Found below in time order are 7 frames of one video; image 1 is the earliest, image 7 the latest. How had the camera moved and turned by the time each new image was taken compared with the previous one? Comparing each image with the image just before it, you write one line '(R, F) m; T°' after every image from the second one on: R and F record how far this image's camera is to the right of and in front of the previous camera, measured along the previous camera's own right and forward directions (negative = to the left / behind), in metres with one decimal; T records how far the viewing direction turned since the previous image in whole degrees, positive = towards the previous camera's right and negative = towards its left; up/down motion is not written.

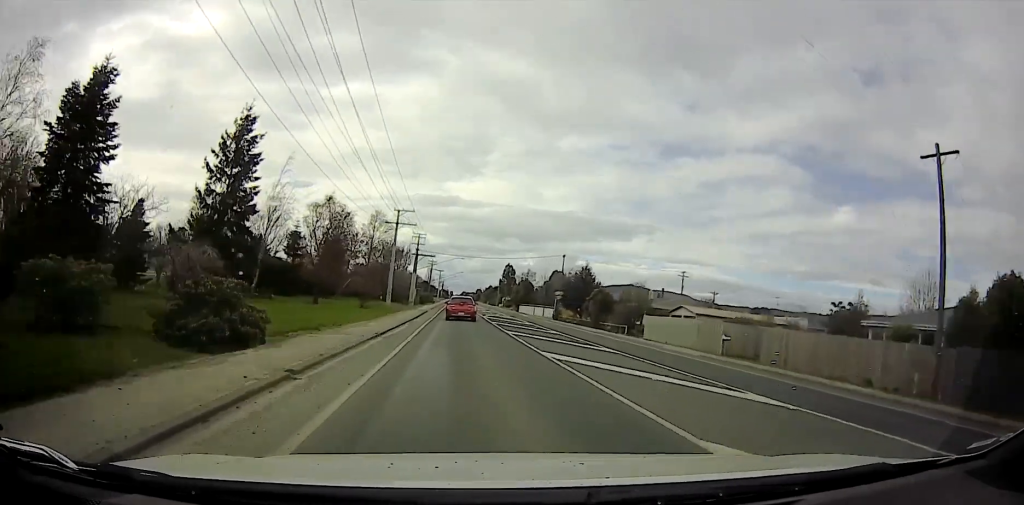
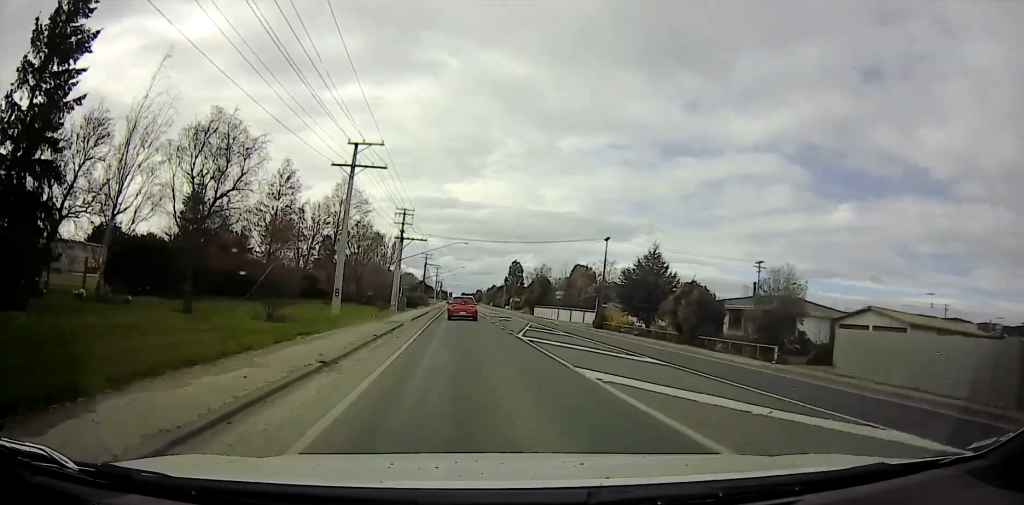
(-1.0, +27.5) m; -3°
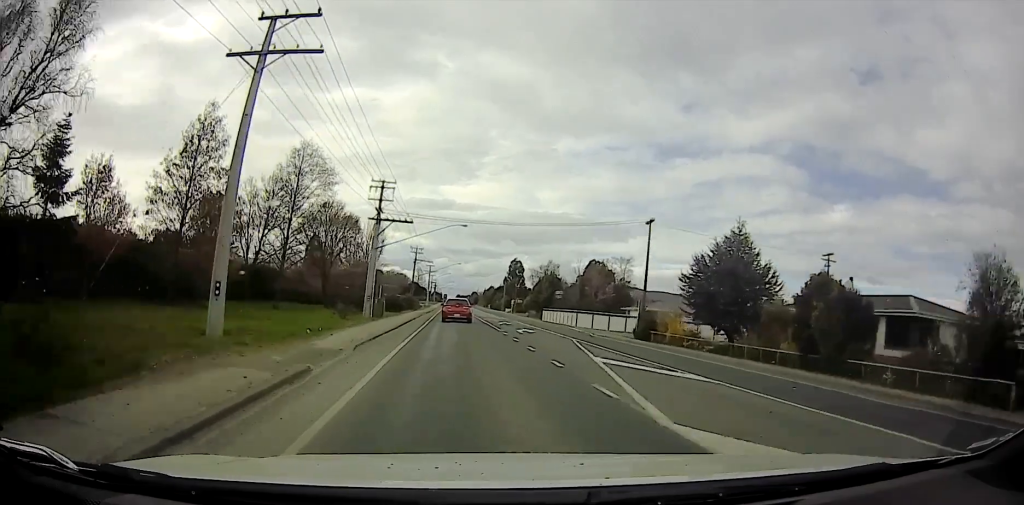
(-0.1, +16.5) m; +1°
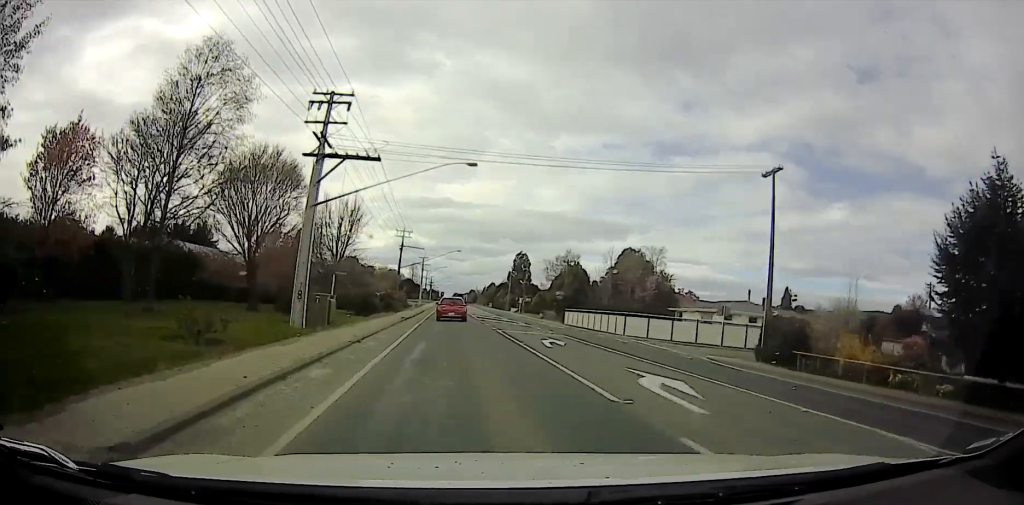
(+0.6, +19.9) m; +1°
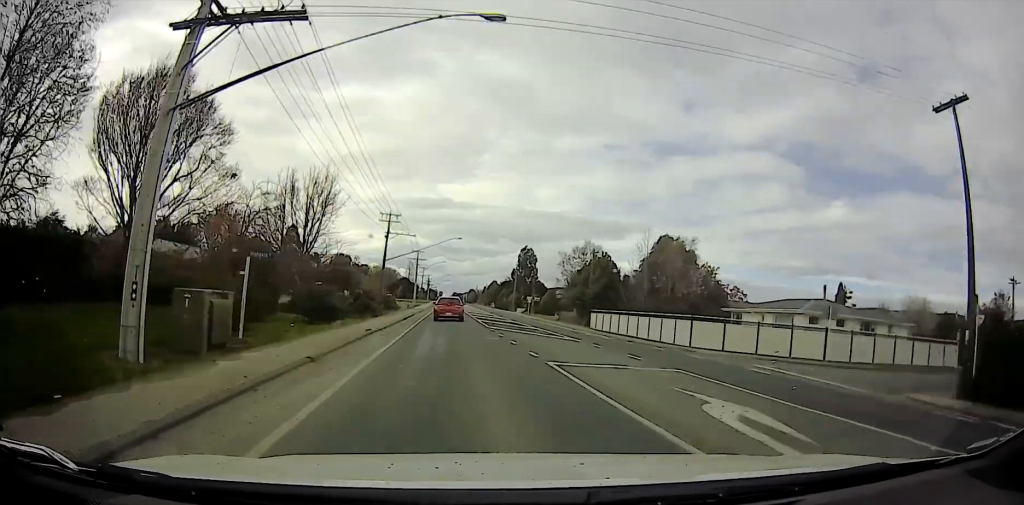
(-0.1, +14.0) m; -1°
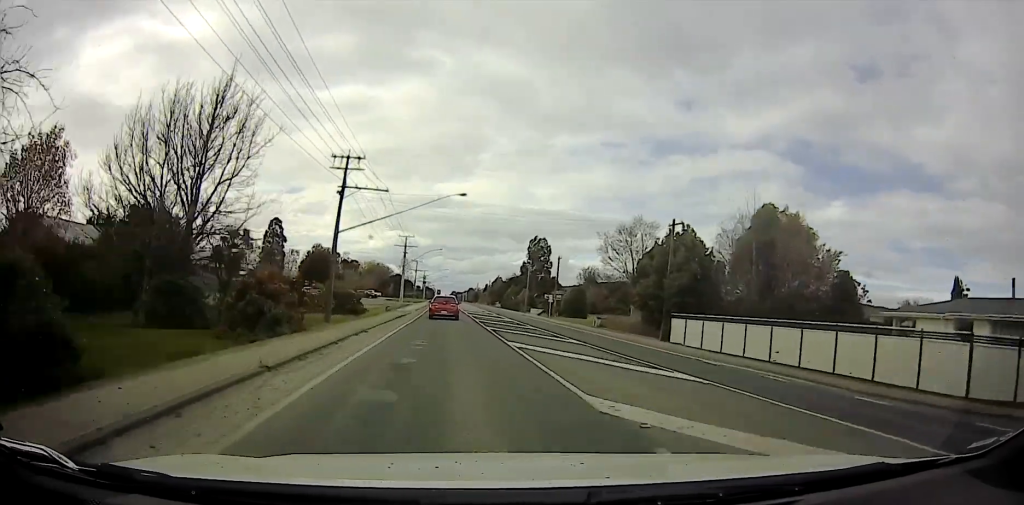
(-0.4, +22.4) m; -2°
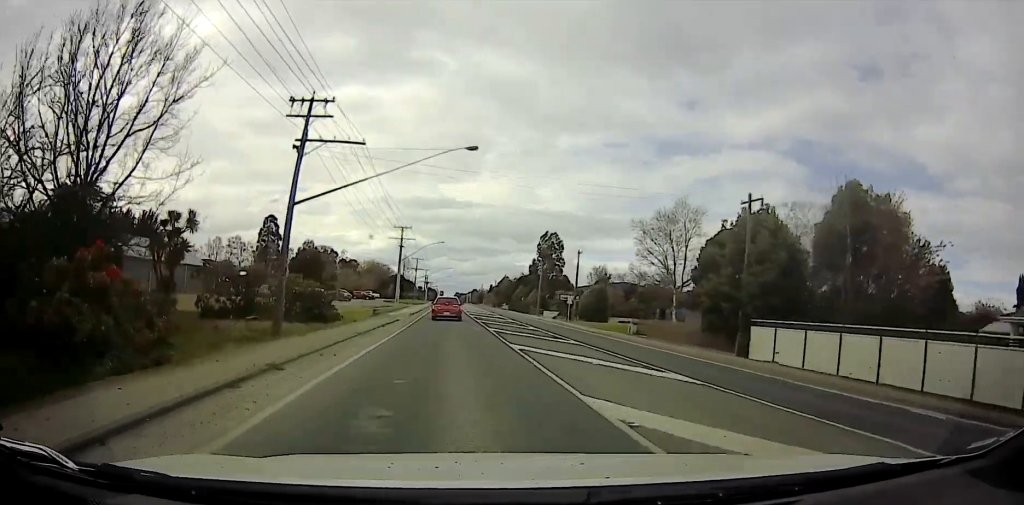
(-0.1, +10.3) m; 0°
